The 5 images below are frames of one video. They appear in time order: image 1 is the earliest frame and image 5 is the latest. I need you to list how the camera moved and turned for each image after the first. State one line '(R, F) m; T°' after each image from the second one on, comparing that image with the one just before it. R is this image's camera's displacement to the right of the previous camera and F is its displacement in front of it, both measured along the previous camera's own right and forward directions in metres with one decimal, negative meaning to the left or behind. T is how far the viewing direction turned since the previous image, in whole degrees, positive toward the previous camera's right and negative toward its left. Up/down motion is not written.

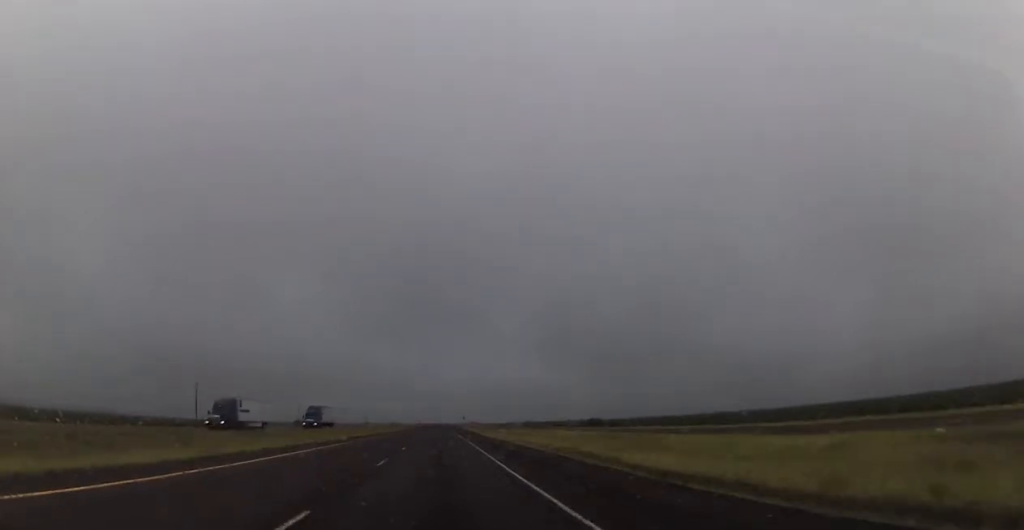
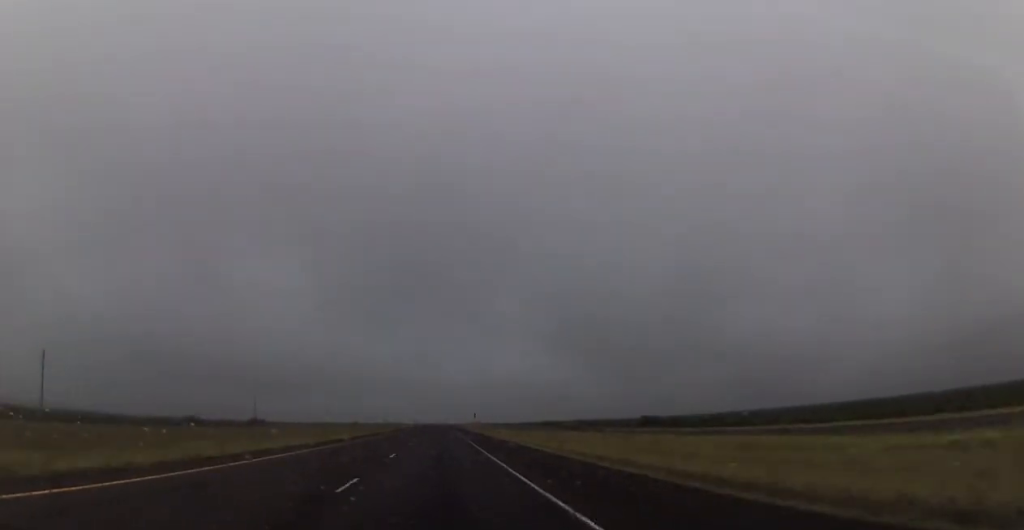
(0.0, +68.4) m; +1°
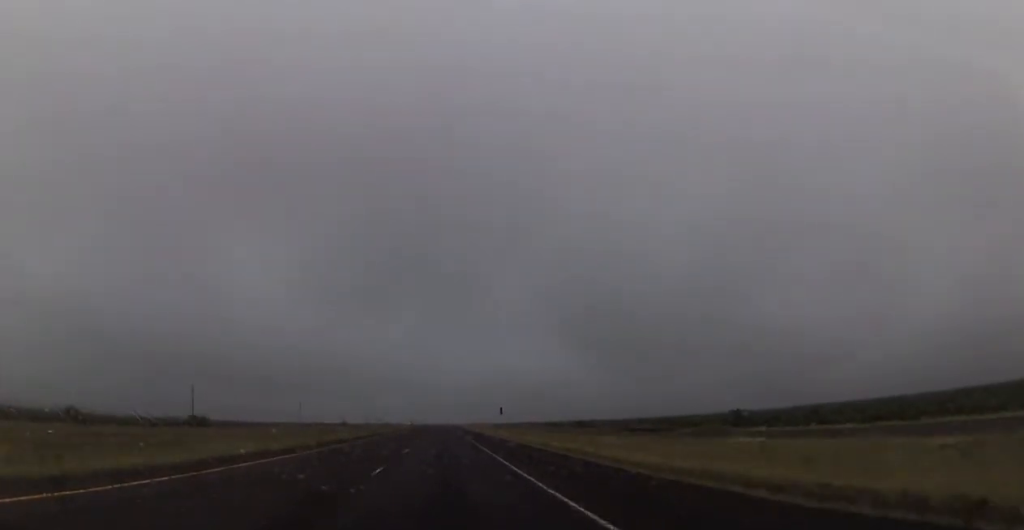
(+0.1, +57.5) m; -1°
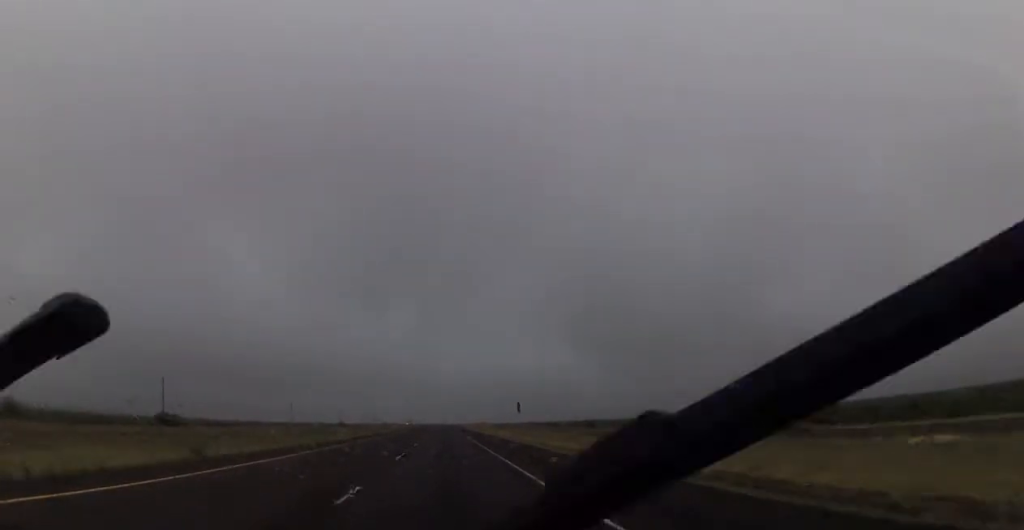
(0.0, +18.3) m; -1°
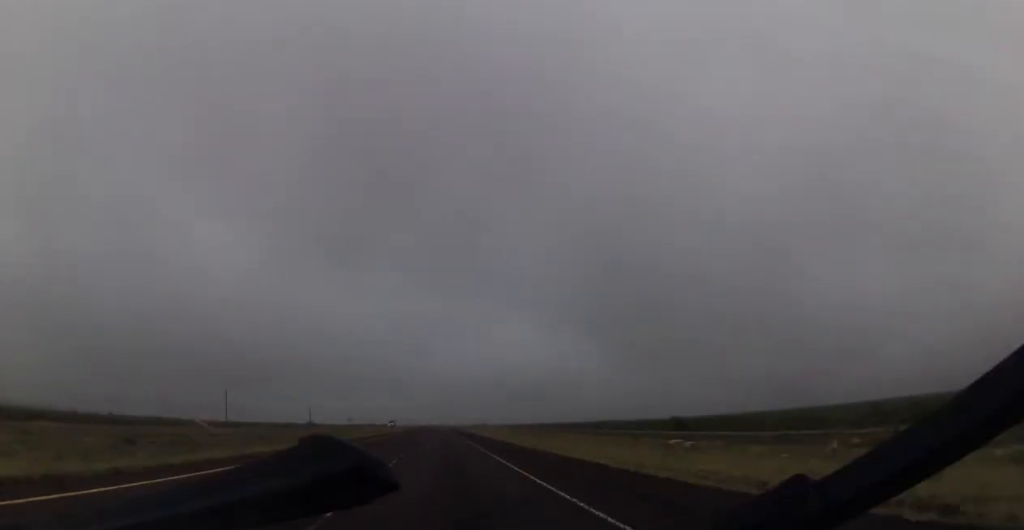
(+0.7, +75.2) m; +1°
